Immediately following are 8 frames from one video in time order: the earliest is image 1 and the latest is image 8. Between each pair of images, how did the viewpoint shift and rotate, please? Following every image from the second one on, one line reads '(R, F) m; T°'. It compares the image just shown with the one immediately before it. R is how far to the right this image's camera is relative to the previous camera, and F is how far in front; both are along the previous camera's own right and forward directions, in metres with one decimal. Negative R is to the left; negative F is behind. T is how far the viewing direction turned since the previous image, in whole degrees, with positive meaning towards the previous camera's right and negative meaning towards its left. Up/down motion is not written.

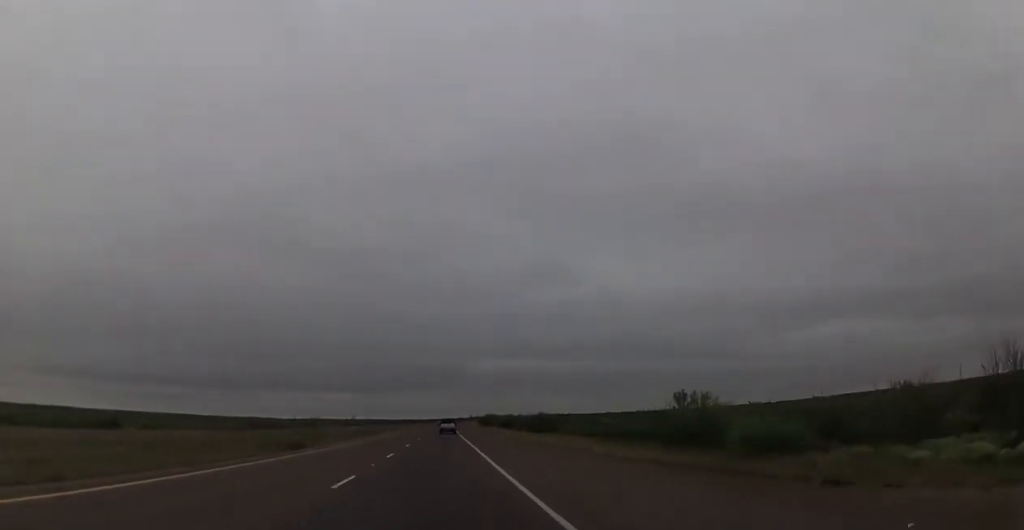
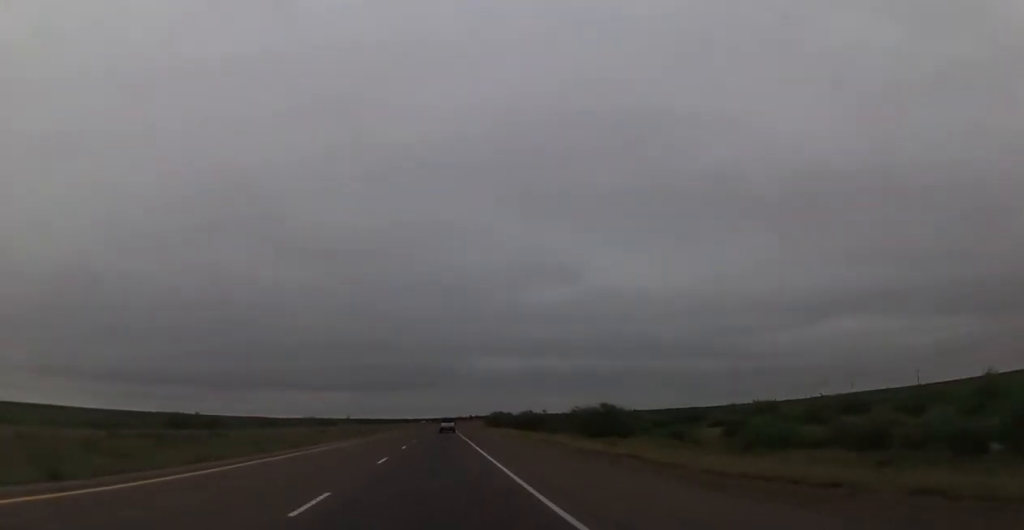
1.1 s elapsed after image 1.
(+0.5, +40.4) m; +1°
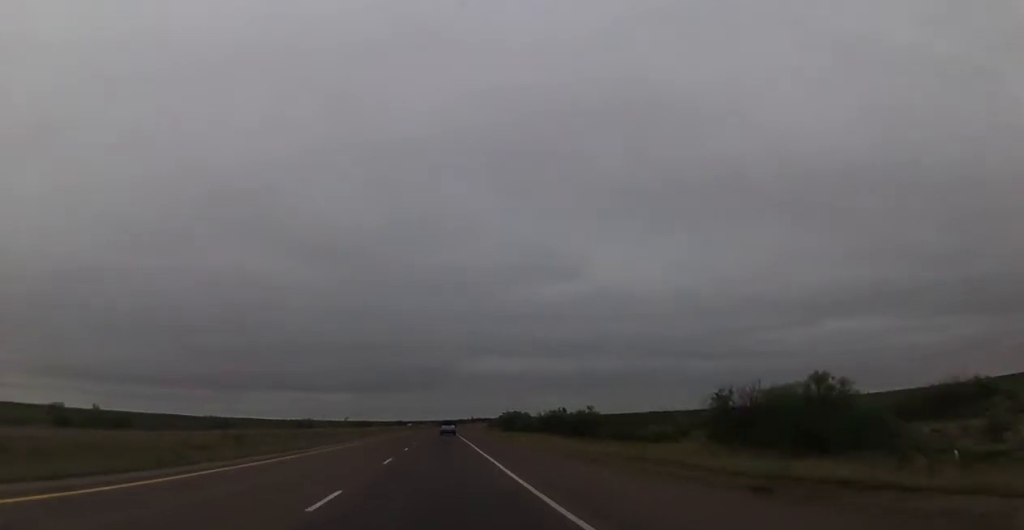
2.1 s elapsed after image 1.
(+0.1, +35.5) m; -1°
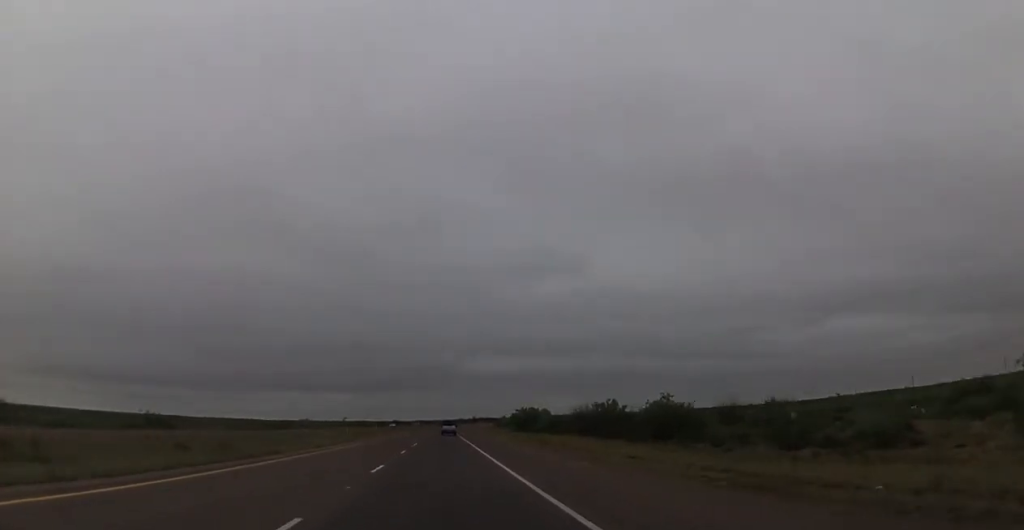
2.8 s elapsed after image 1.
(-0.5, +28.2) m; 0°
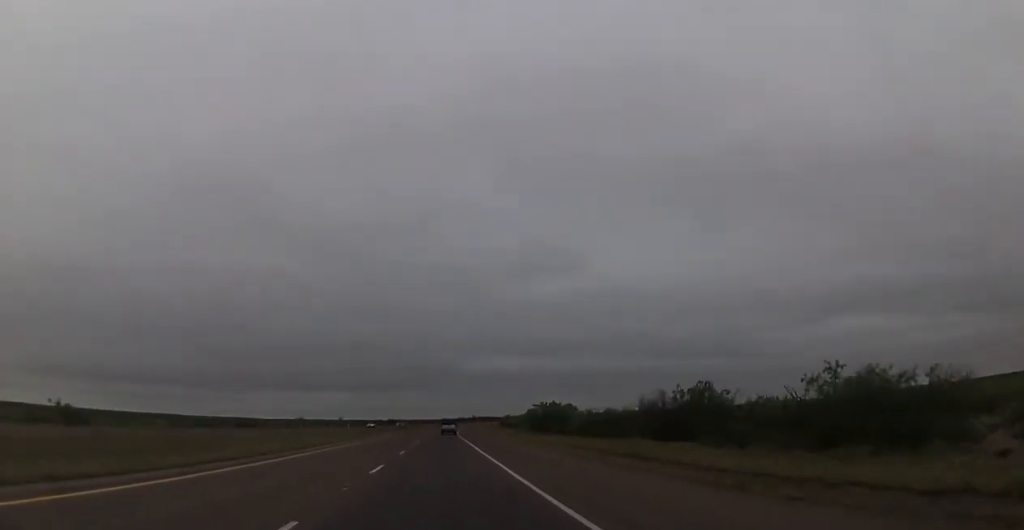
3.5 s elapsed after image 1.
(+0.3, +24.5) m; 0°
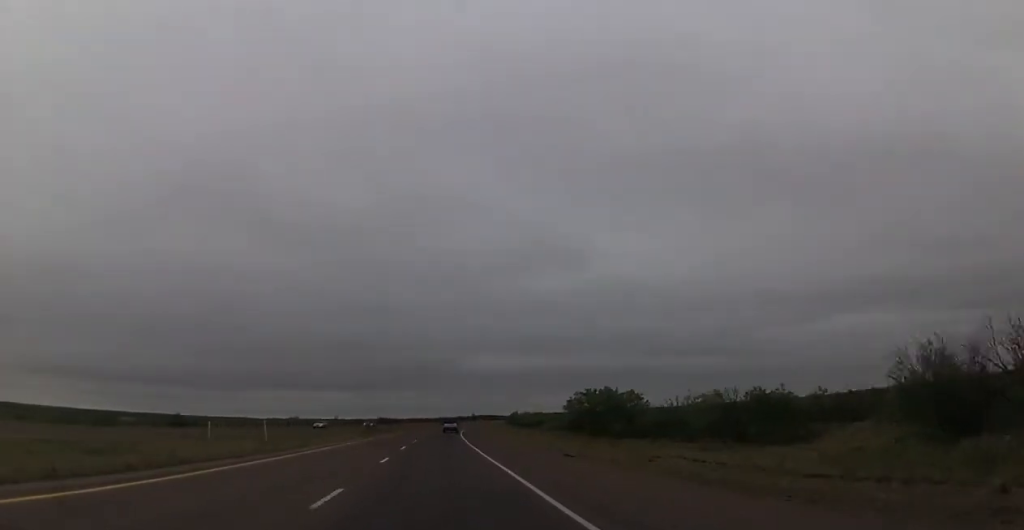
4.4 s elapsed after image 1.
(+0.1, +31.9) m; 0°
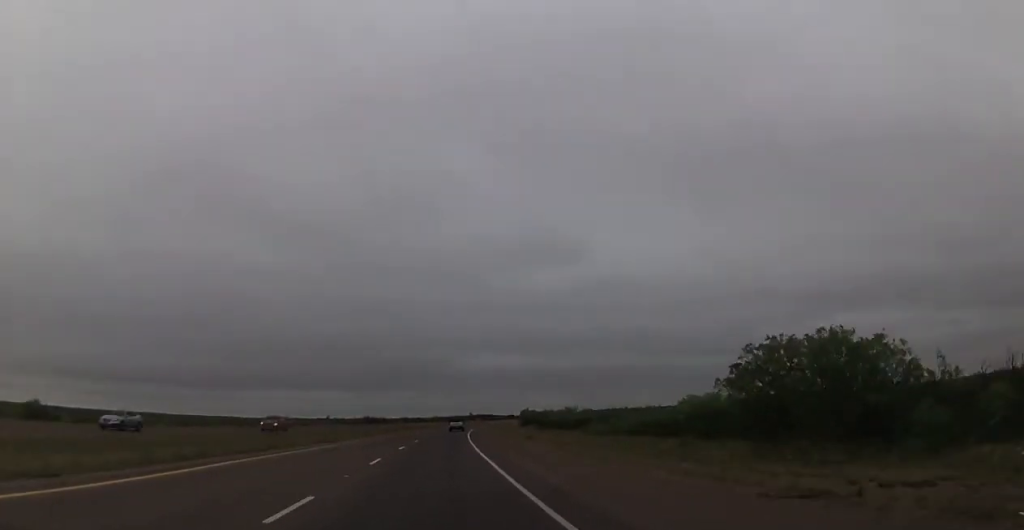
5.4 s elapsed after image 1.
(0.0, +38.0) m; 0°
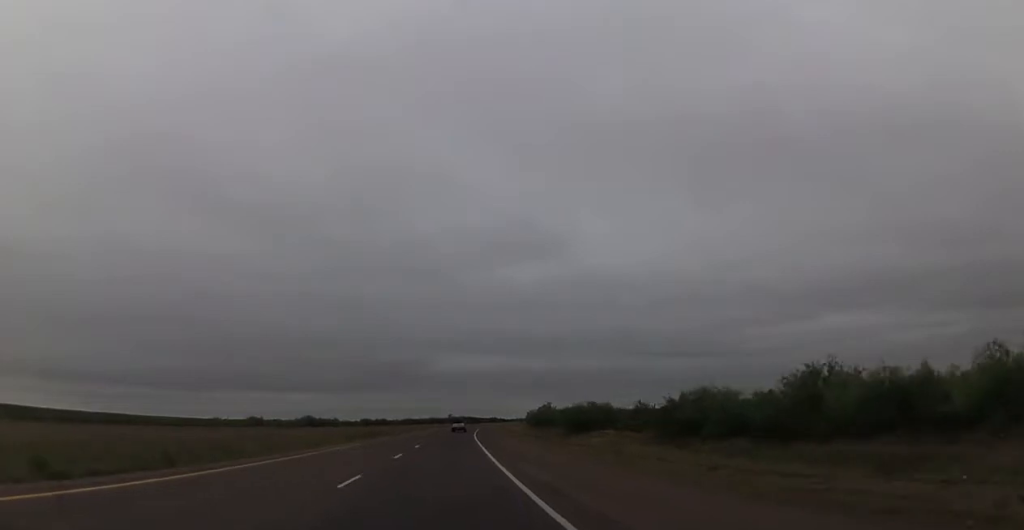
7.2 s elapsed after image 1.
(+0.6, +67.4) m; +1°
